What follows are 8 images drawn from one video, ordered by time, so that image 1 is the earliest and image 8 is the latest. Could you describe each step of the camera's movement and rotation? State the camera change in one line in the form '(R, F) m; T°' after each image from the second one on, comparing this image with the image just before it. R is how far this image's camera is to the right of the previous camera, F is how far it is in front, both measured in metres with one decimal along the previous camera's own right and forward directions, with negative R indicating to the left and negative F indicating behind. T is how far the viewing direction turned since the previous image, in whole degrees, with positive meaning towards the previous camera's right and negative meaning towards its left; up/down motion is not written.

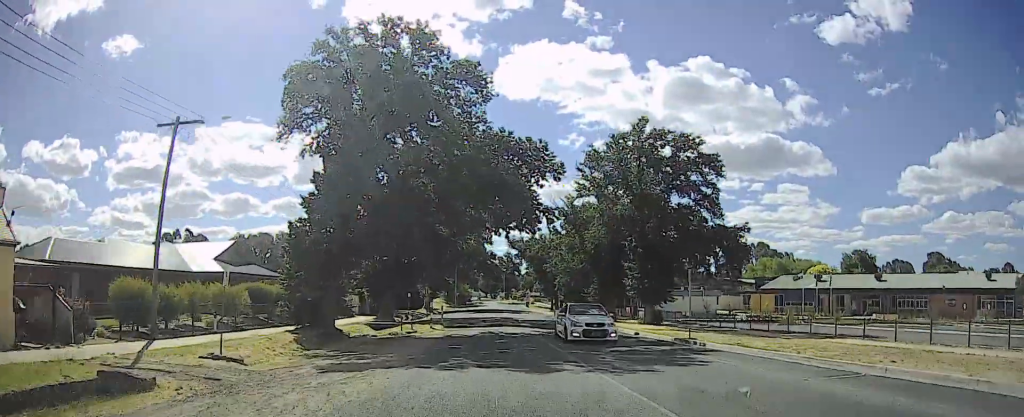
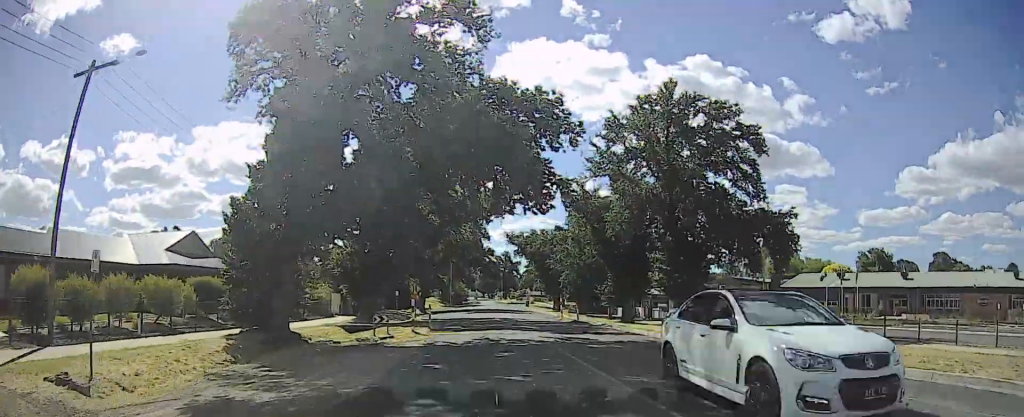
(+0.1, +6.5) m; -1°
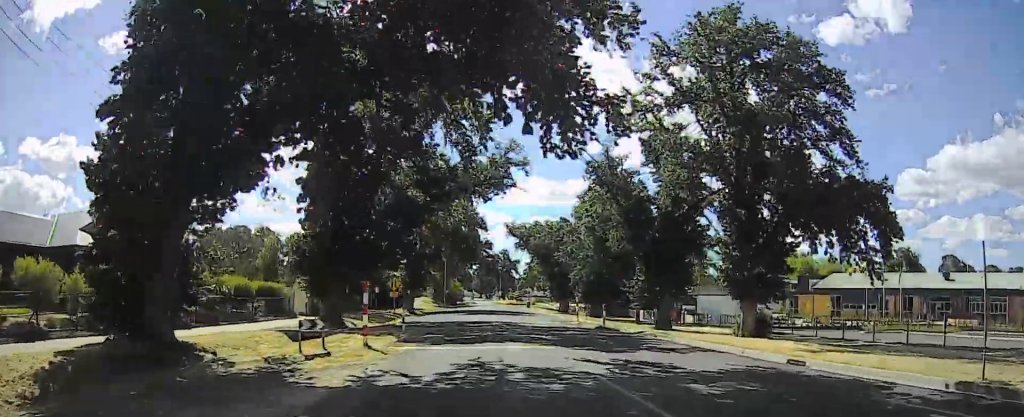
(-0.2, +9.2) m; -1°
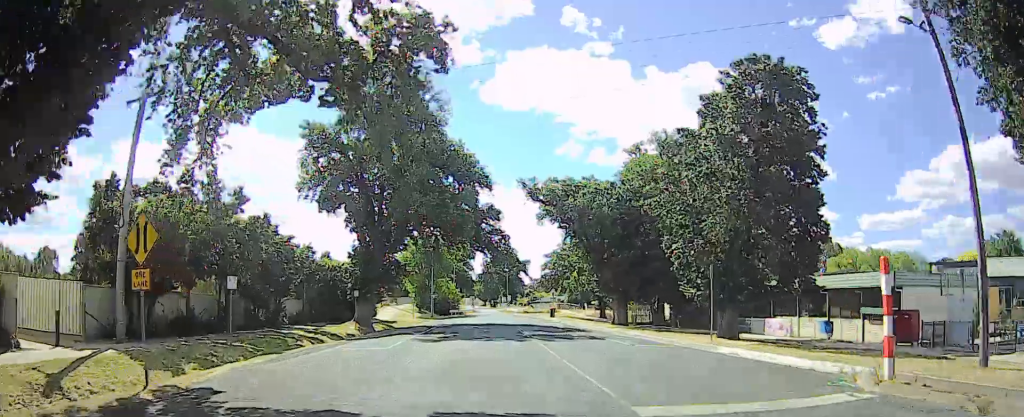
(-0.2, +28.5) m; 0°
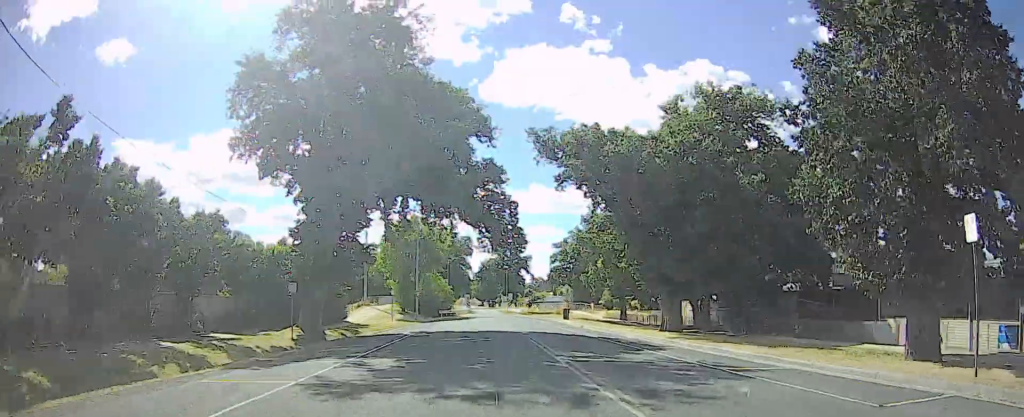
(0.0, +12.9) m; 0°
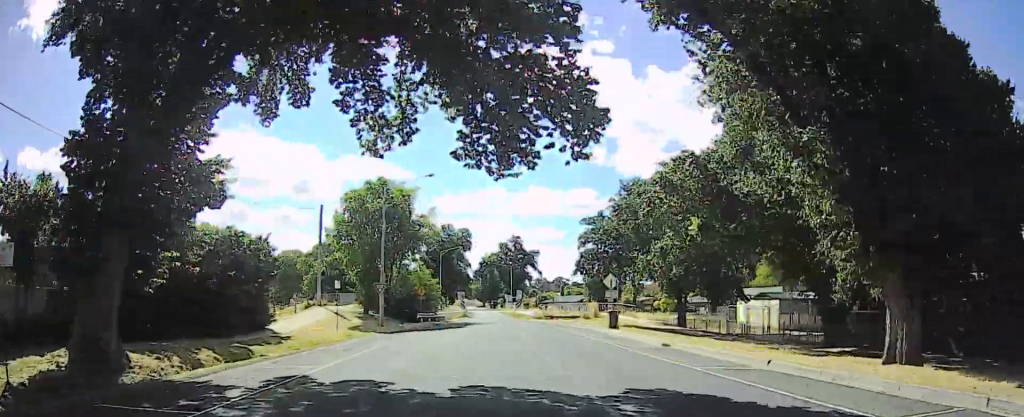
(0.0, +19.5) m; 0°
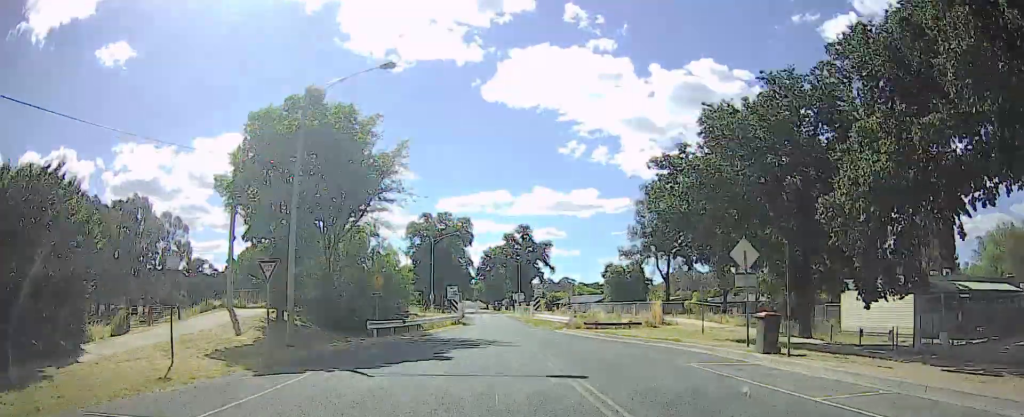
(-0.2, +18.9) m; -3°
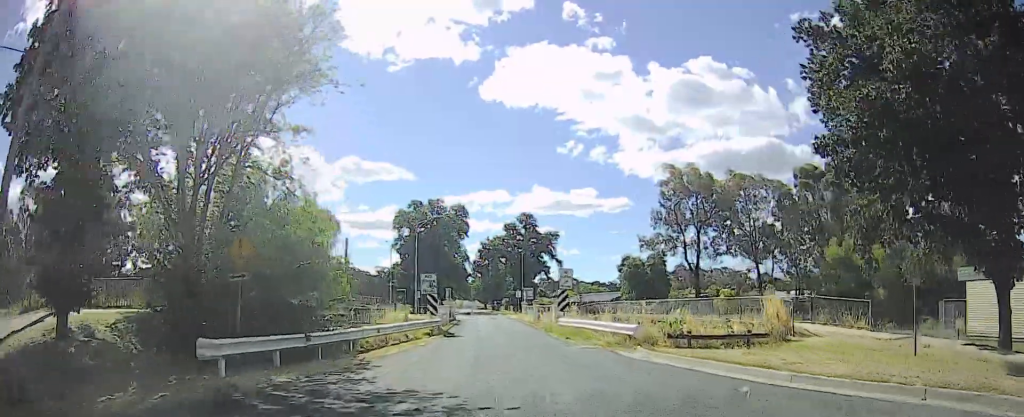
(-0.4, +15.0) m; +1°
